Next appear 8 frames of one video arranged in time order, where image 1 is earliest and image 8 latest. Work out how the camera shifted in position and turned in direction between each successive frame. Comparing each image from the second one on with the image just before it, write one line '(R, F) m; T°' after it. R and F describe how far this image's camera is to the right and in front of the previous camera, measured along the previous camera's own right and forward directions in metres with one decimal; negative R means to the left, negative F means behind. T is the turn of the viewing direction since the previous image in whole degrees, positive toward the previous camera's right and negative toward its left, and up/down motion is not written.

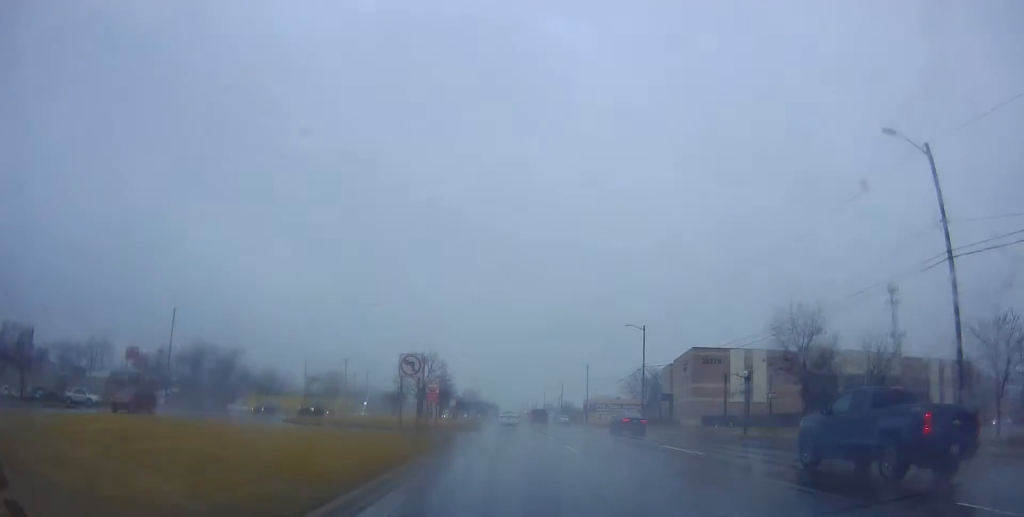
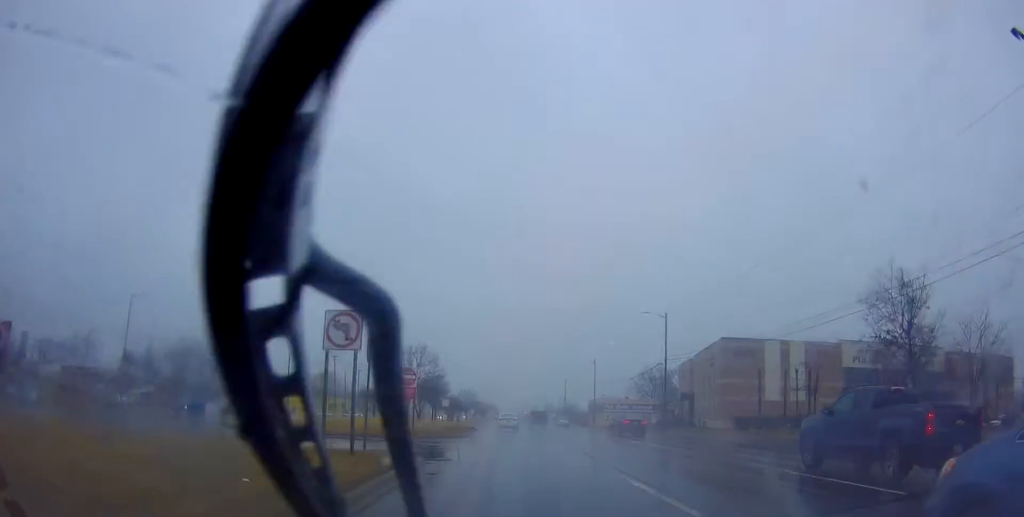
(+0.1, +9.8) m; +1°
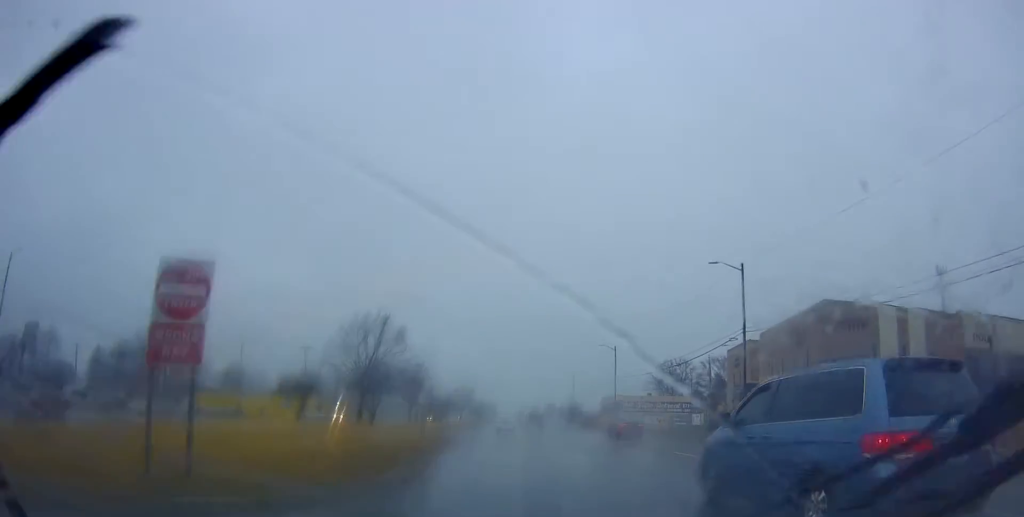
(+0.2, +20.8) m; +1°
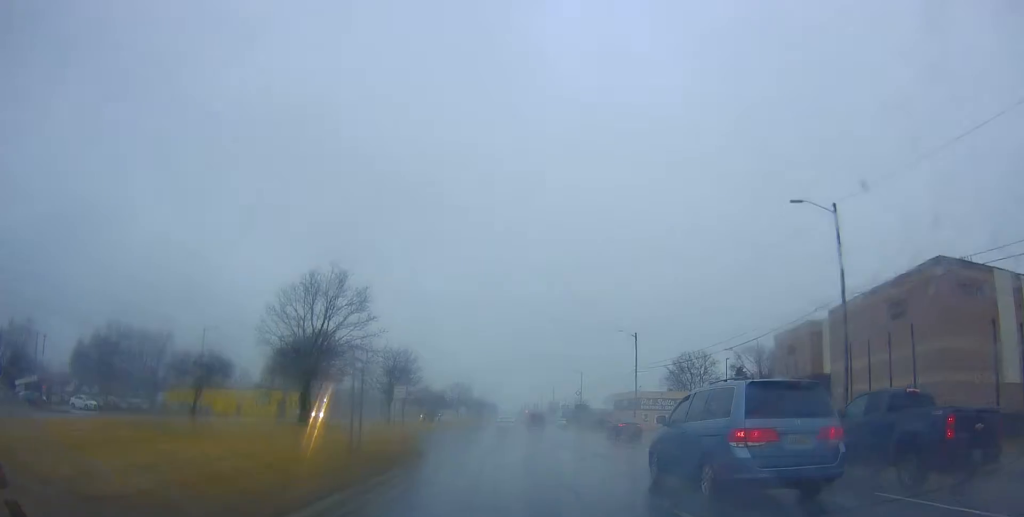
(+0.3, +12.9) m; -1°
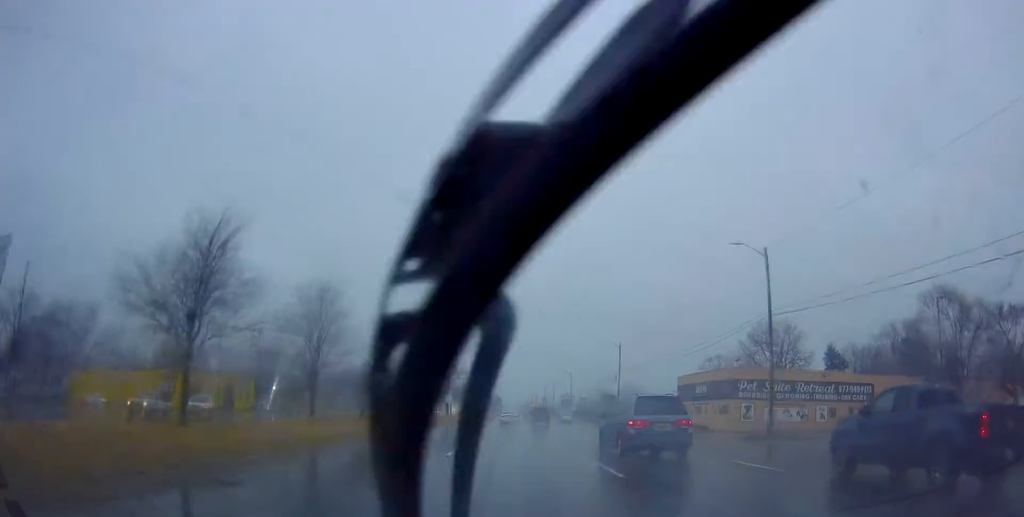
(-0.9, +37.7) m; -2°
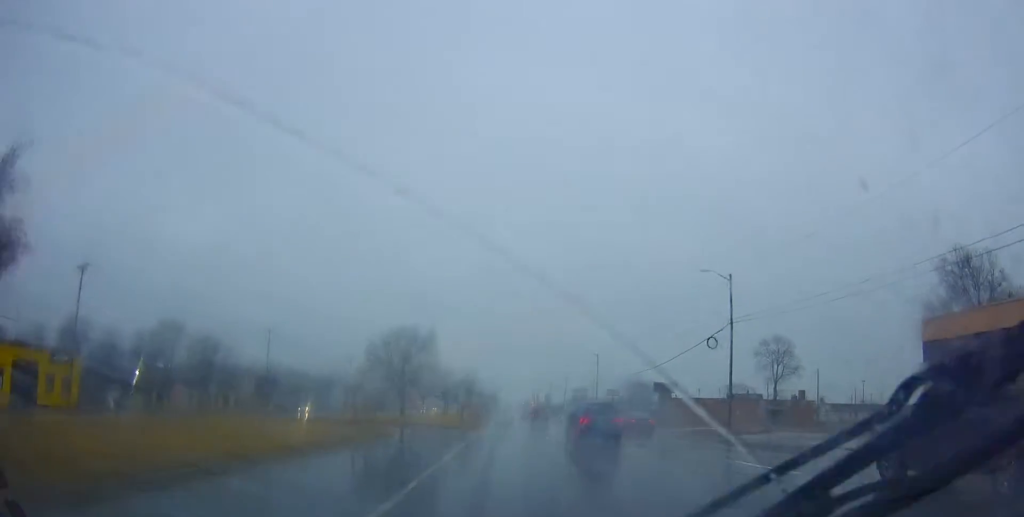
(+0.1, +46.4) m; 0°
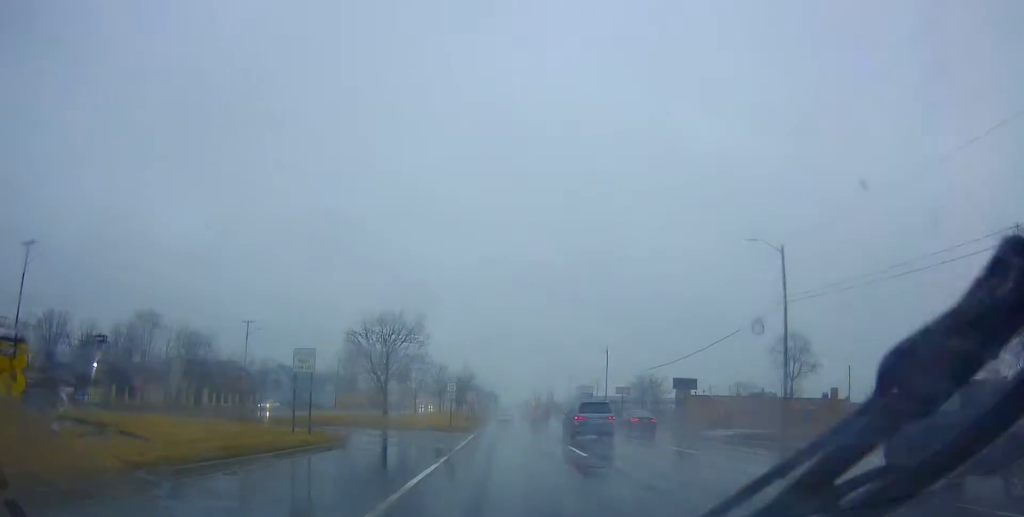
(-0.3, +9.3) m; 0°
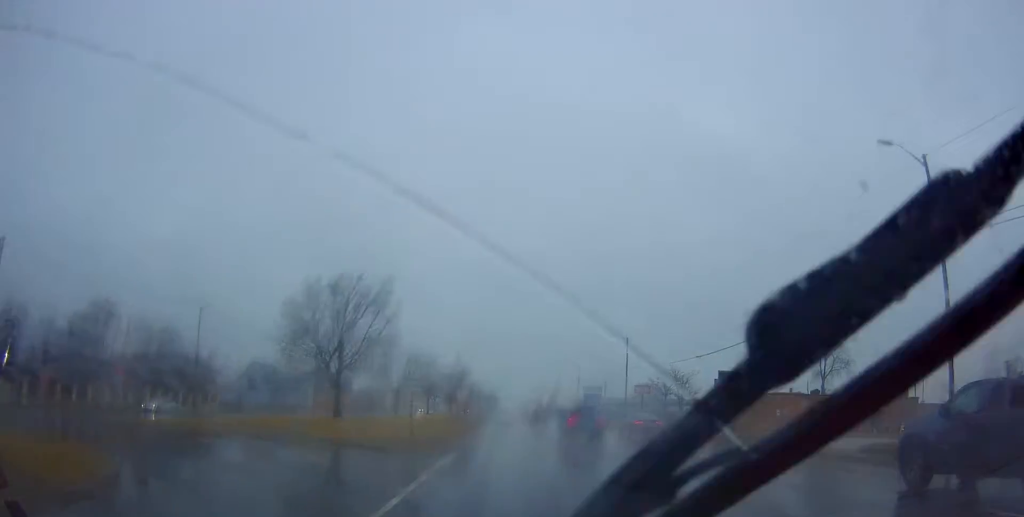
(+0.1, +15.9) m; +1°
